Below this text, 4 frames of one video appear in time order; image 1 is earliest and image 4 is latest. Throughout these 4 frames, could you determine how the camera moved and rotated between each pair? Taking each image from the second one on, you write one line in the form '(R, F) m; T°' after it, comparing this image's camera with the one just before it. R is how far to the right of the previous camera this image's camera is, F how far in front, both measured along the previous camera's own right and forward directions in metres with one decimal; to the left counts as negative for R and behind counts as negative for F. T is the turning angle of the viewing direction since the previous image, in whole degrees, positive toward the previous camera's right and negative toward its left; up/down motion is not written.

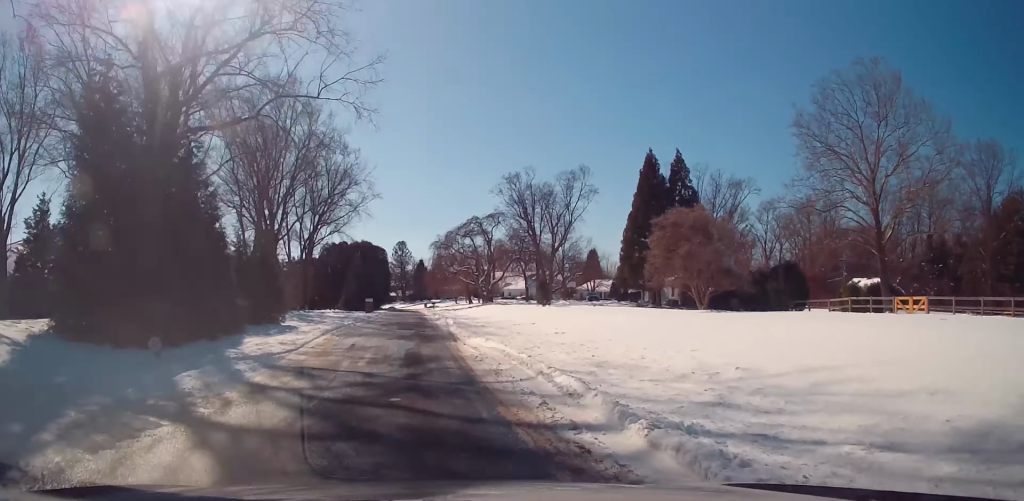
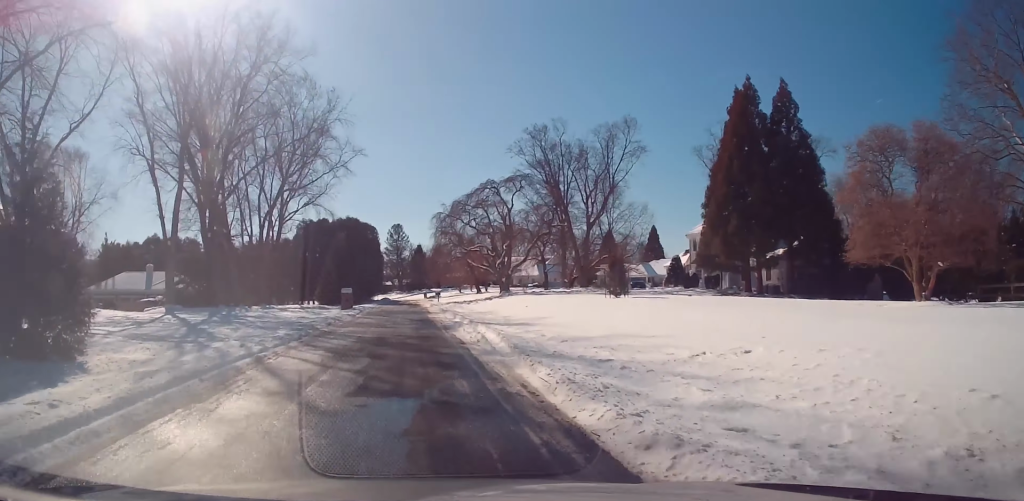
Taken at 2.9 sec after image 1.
(+0.5, +20.8) m; 0°
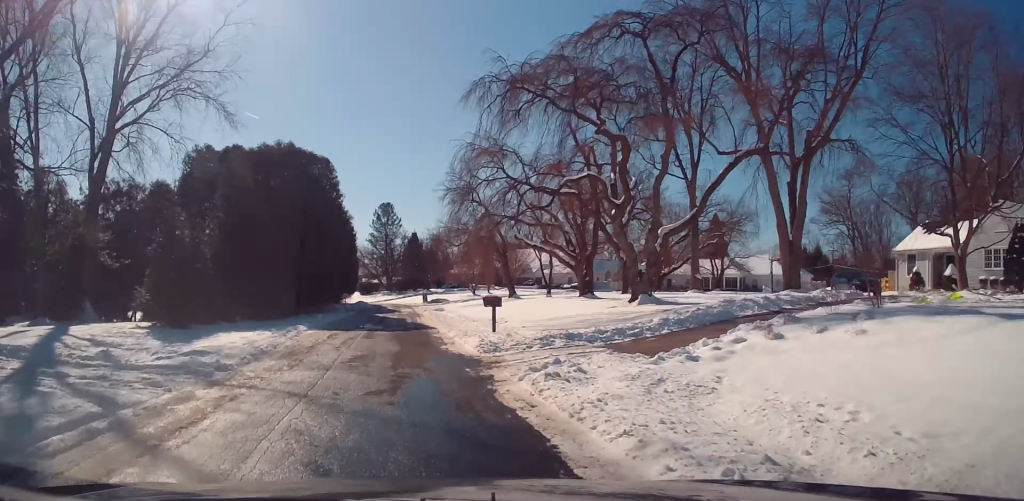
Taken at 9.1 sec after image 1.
(-1.9, +45.5) m; -2°
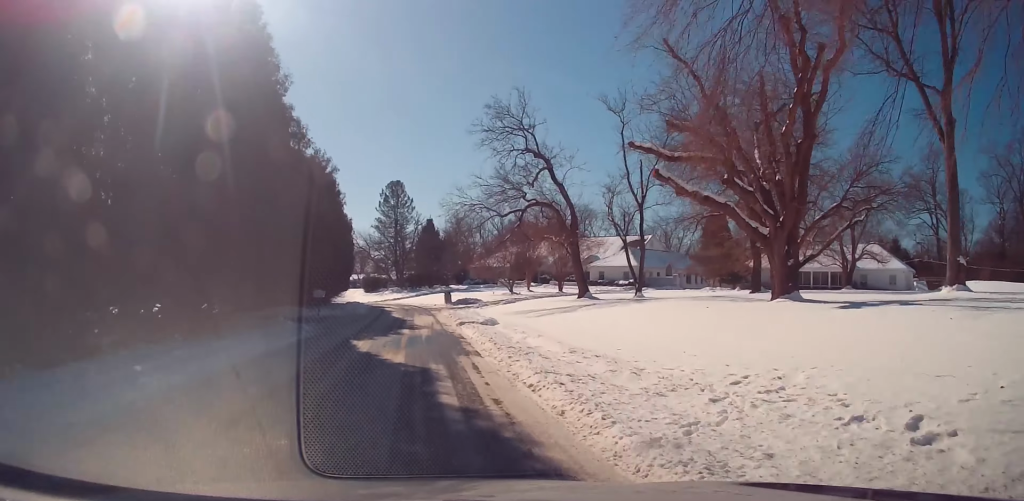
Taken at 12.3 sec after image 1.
(+0.6, +24.7) m; +1°
